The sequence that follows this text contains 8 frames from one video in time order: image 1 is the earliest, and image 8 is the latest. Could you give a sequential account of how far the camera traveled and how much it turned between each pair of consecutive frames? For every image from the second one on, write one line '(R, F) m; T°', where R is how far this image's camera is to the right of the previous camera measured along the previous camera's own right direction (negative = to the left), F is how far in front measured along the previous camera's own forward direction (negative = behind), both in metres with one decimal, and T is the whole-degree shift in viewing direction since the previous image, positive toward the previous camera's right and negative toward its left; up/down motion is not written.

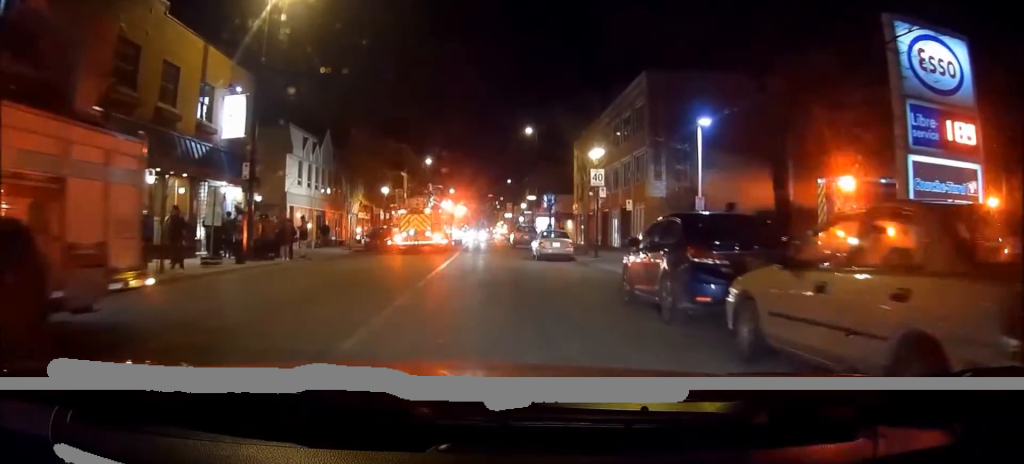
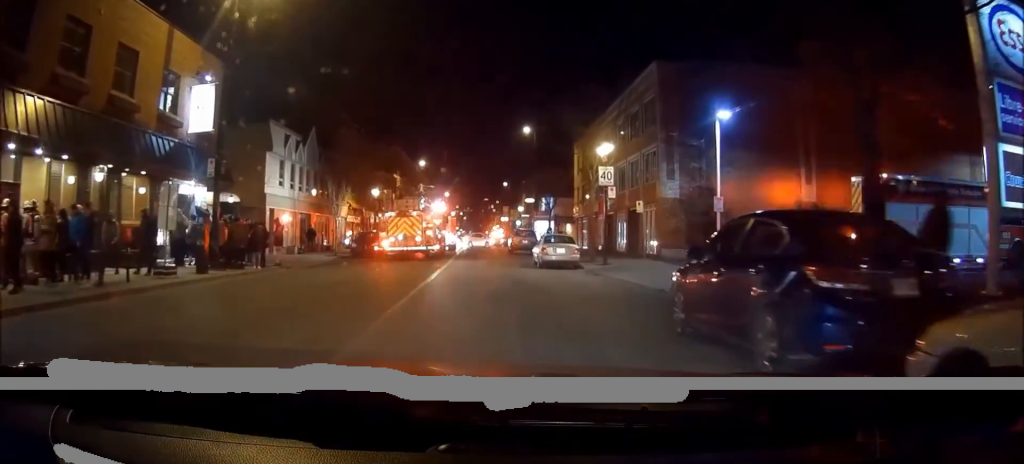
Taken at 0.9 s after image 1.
(+0.2, +3.8) m; +3°
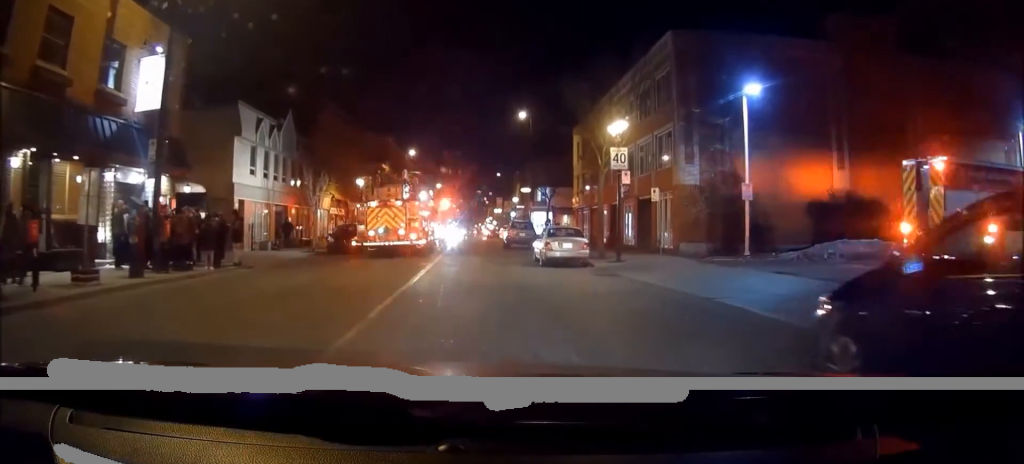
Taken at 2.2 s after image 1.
(0.0, +4.8) m; +2°
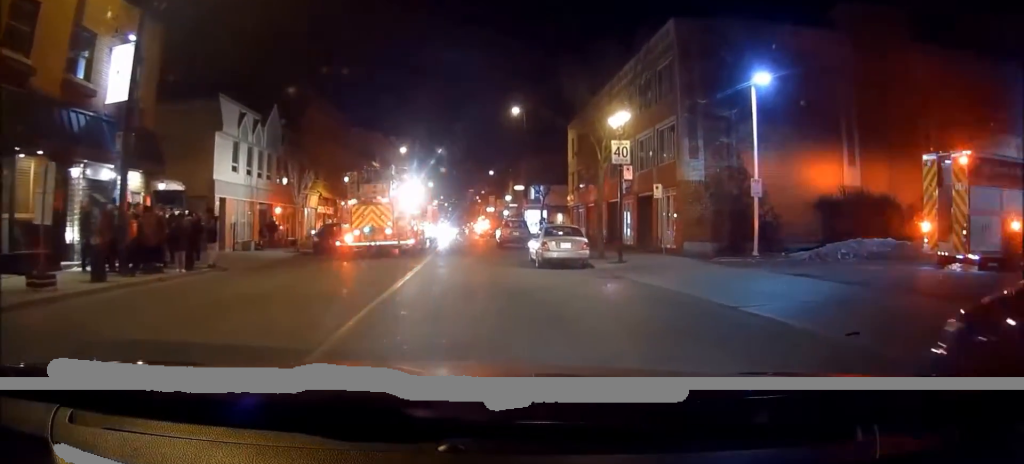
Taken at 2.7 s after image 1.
(0.0, +1.9) m; +2°
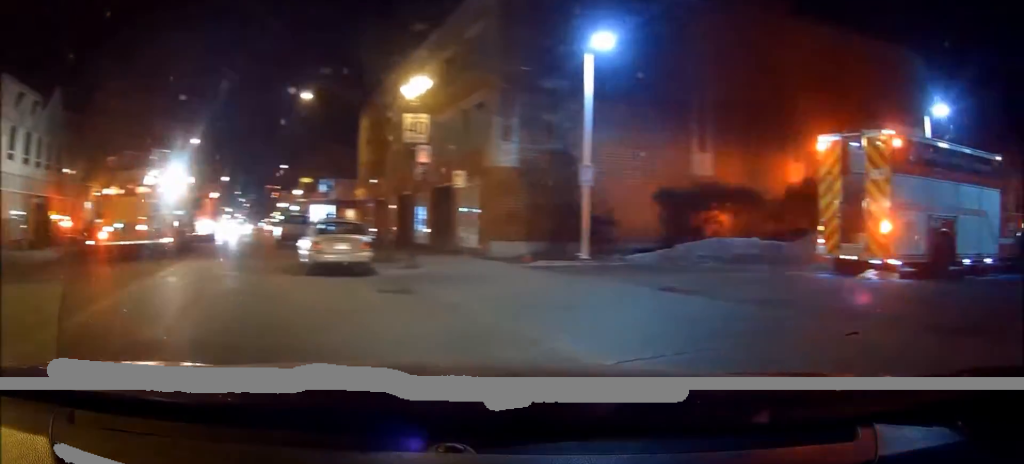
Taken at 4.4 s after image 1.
(+0.9, +5.0) m; +30°
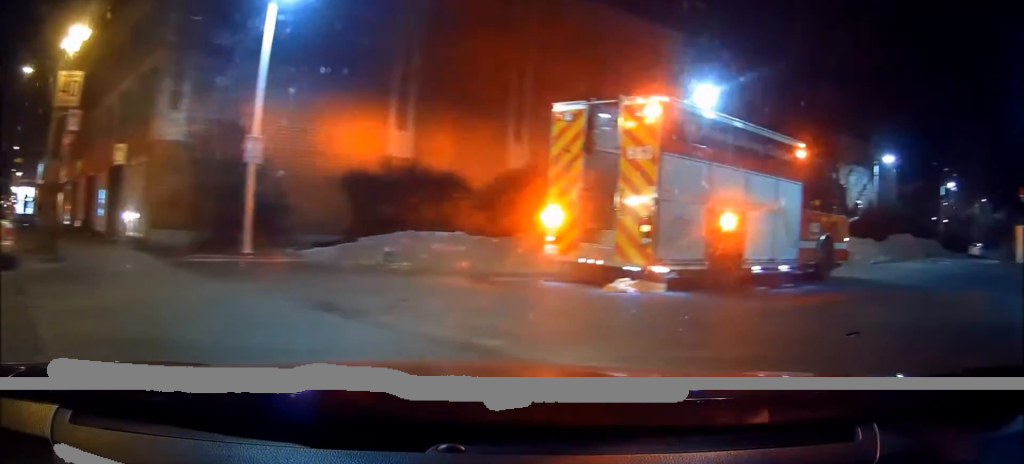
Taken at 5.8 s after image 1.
(+1.0, +3.6) m; +27°
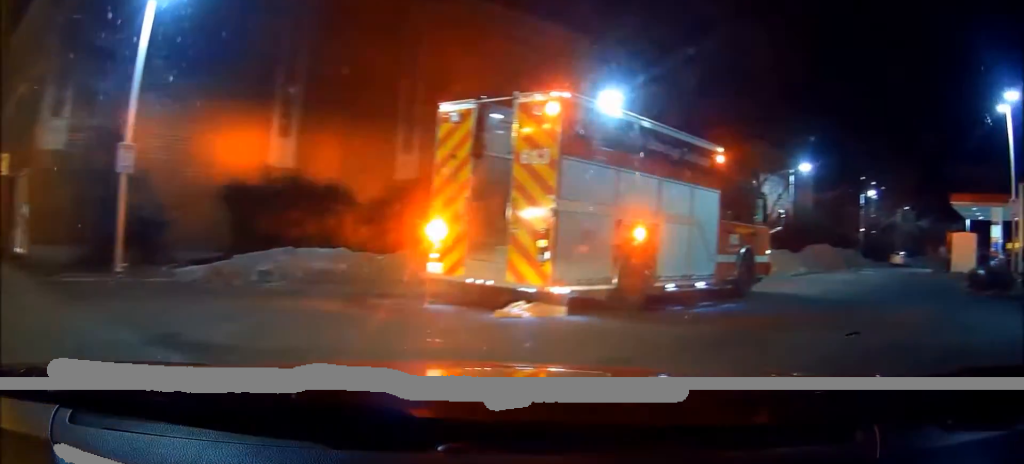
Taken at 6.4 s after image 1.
(+0.1, +1.3) m; +7°
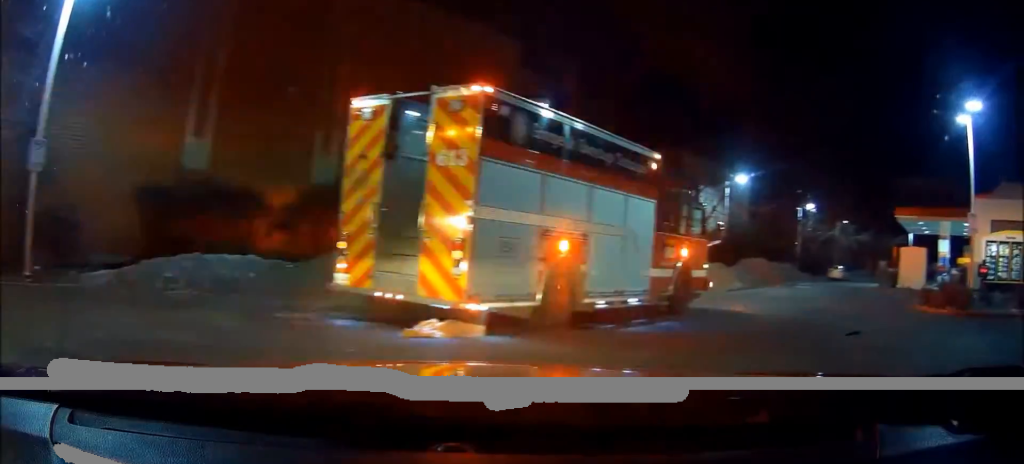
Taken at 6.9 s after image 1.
(+0.1, +1.0) m; +5°
